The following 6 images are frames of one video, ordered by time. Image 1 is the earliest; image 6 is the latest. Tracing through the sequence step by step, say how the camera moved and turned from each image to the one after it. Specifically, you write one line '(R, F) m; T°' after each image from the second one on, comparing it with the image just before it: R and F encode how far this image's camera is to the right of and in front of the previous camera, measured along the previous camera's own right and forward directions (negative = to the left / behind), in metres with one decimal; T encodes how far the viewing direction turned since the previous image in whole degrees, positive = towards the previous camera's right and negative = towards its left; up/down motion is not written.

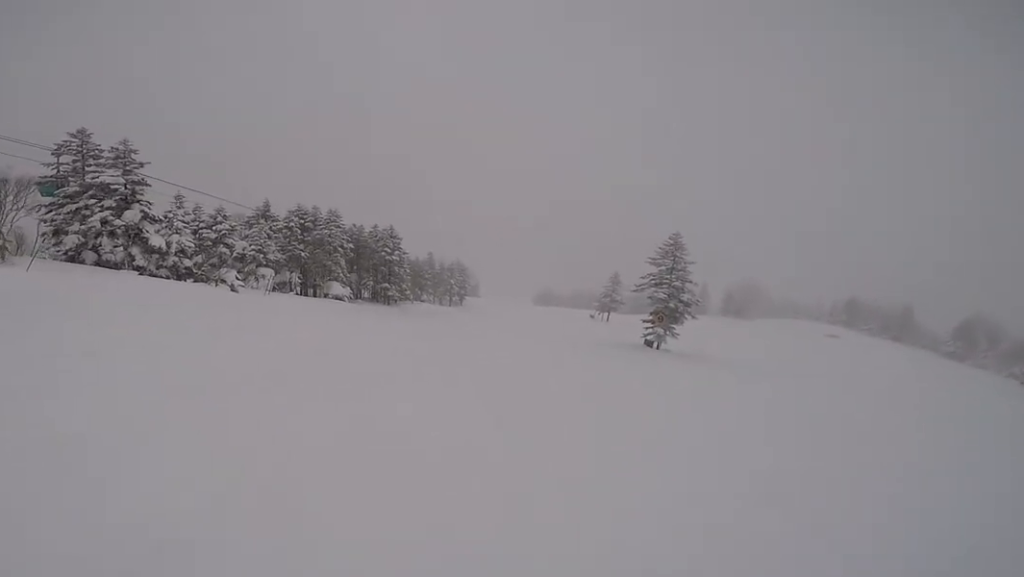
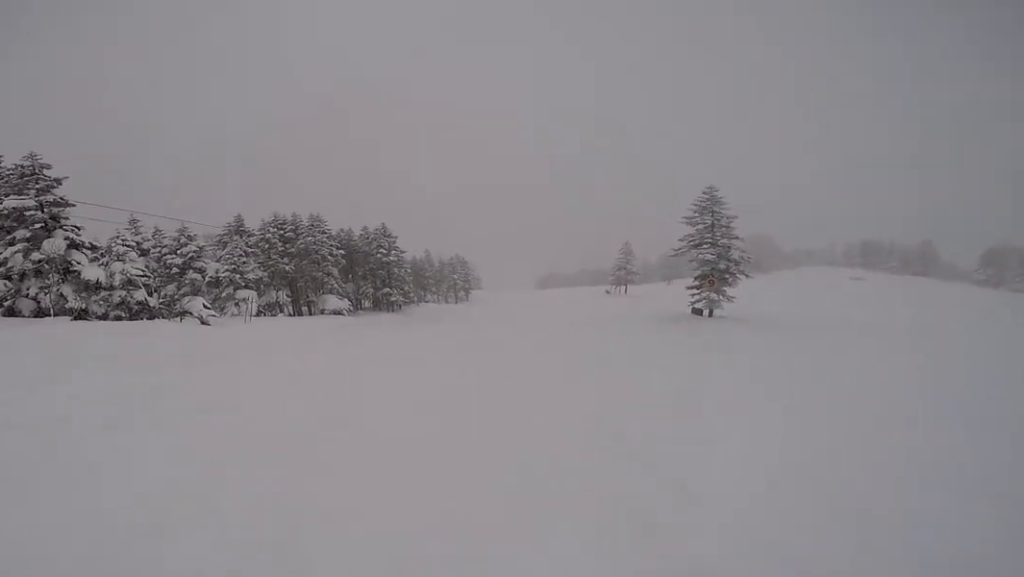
(0.0, +4.2) m; +1°
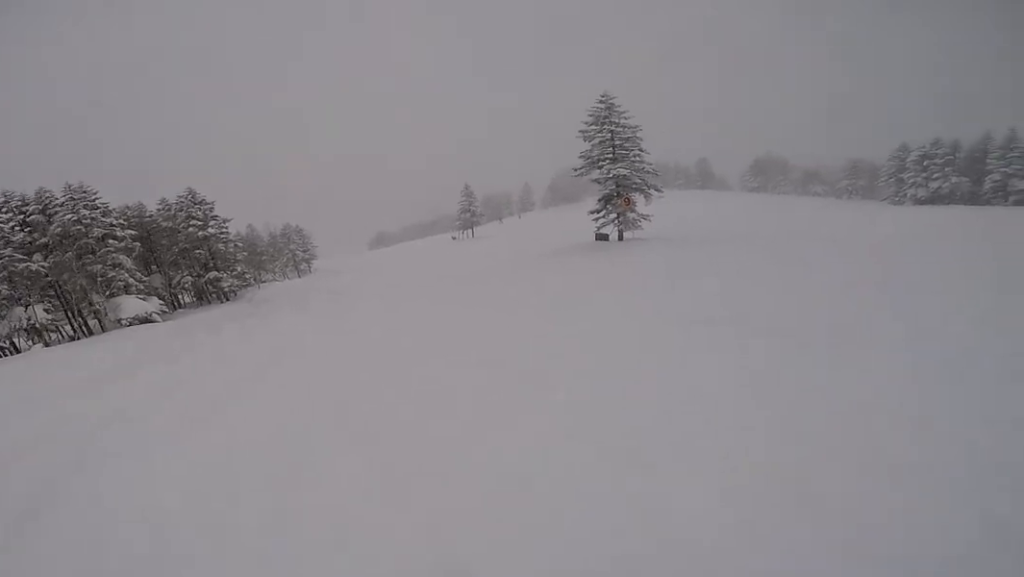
(+0.2, +8.2) m; +7°
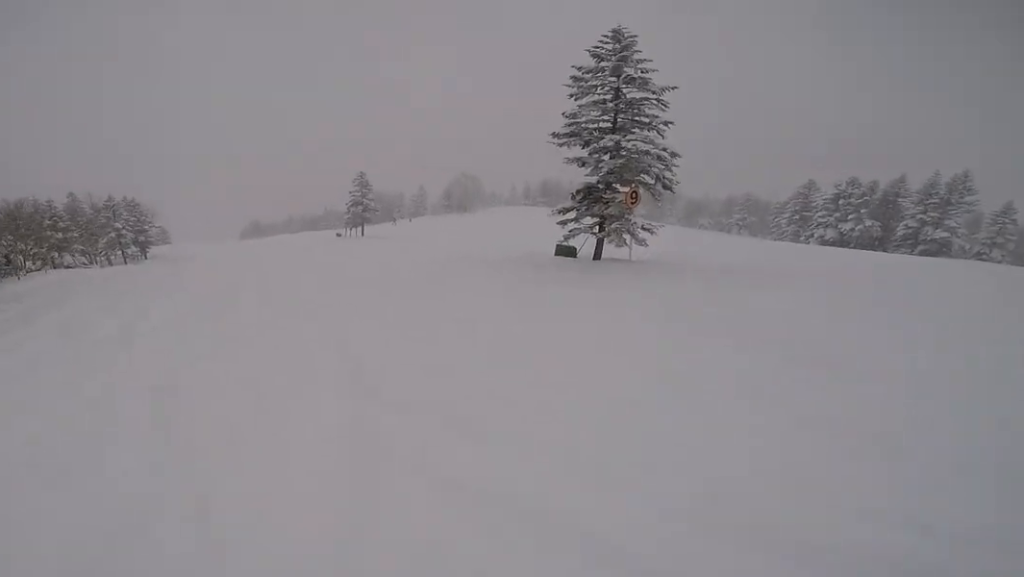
(+2.0, +10.4) m; +17°
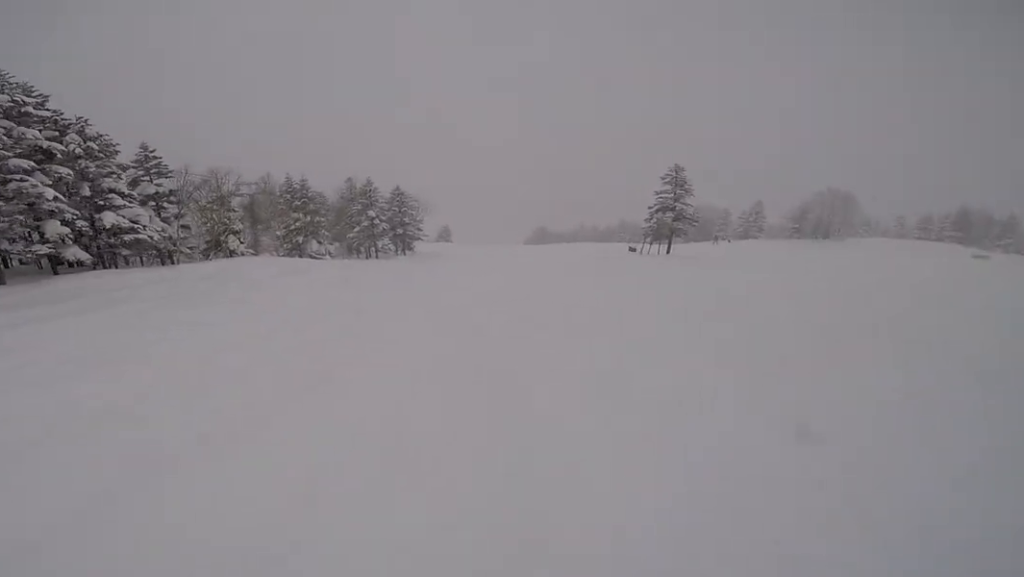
(0.0, +11.5) m; -13°
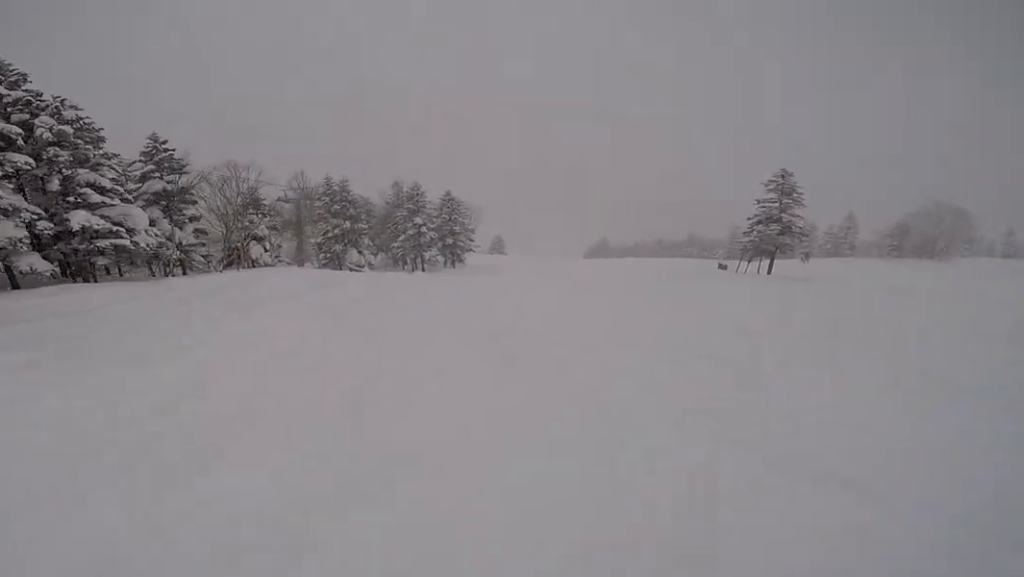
(-1.0, +4.4) m; -6°
